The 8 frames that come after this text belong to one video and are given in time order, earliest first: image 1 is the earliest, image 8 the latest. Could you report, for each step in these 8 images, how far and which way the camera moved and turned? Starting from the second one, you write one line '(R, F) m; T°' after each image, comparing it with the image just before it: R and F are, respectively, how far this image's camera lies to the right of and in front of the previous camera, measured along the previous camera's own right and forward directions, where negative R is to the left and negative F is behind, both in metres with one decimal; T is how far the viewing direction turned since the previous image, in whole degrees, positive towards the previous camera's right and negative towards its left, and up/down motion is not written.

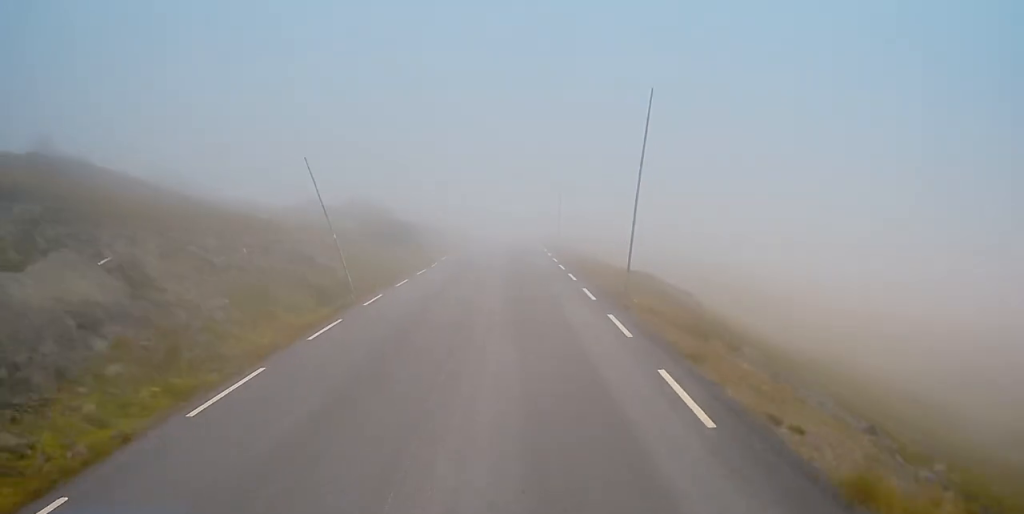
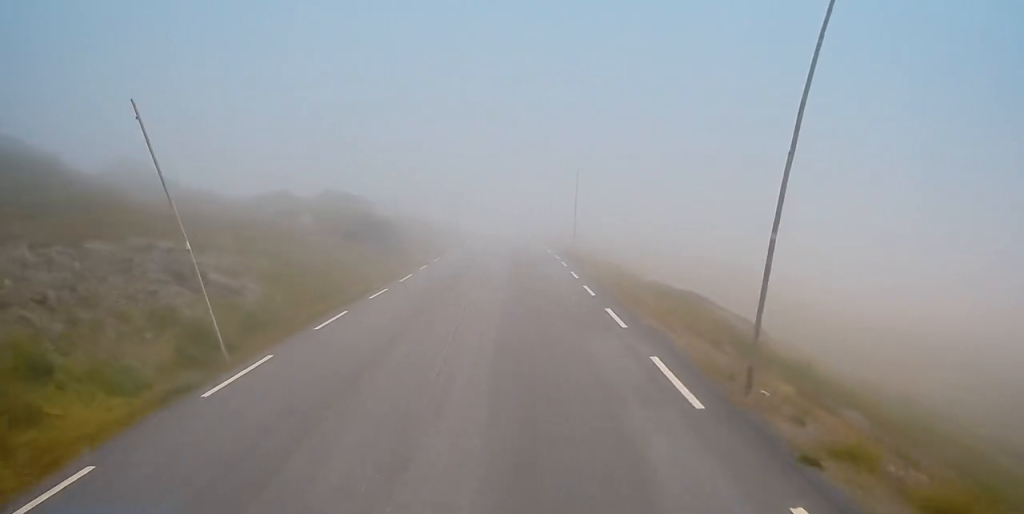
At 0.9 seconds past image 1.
(0.0, +11.3) m; 0°
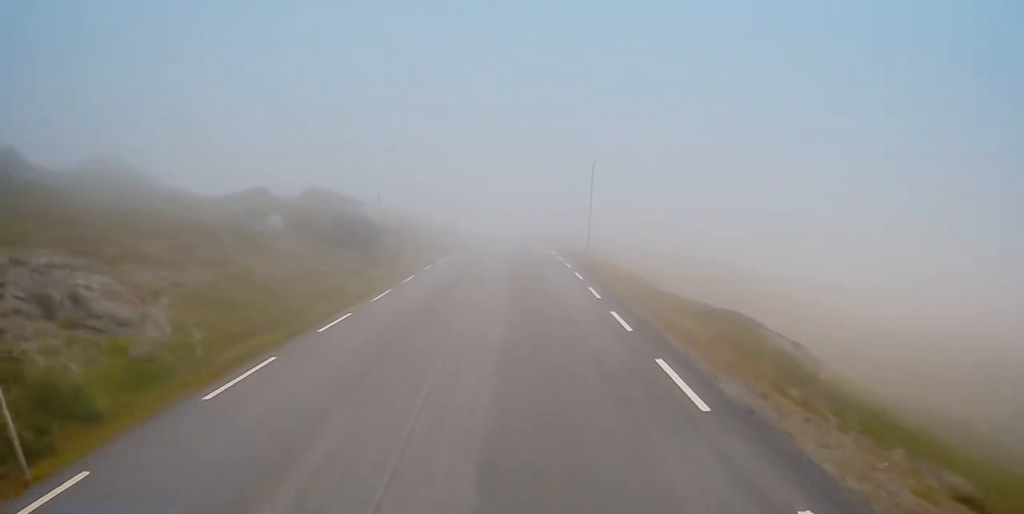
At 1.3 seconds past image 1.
(0.0, +6.0) m; 0°
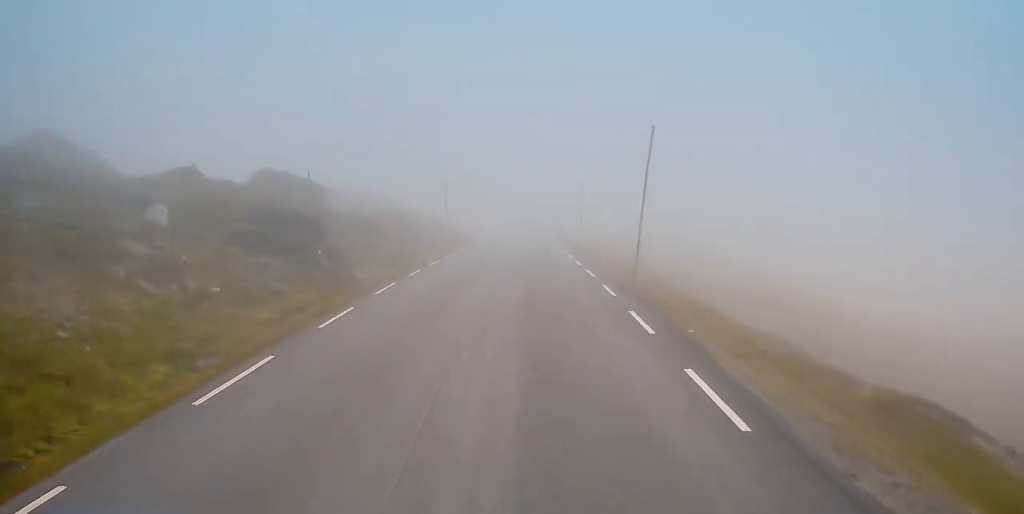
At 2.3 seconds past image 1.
(0.0, +12.7) m; 0°
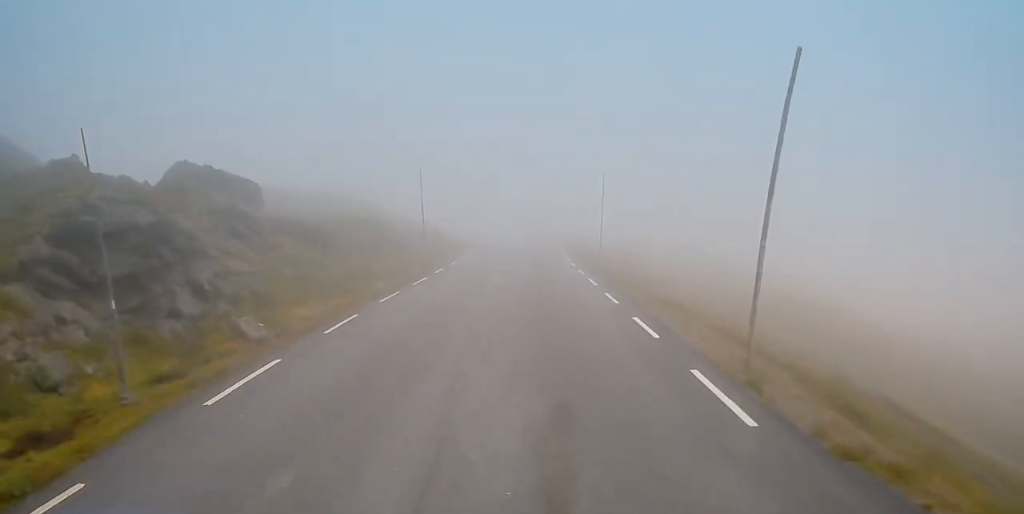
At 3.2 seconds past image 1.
(0.0, +11.6) m; 0°
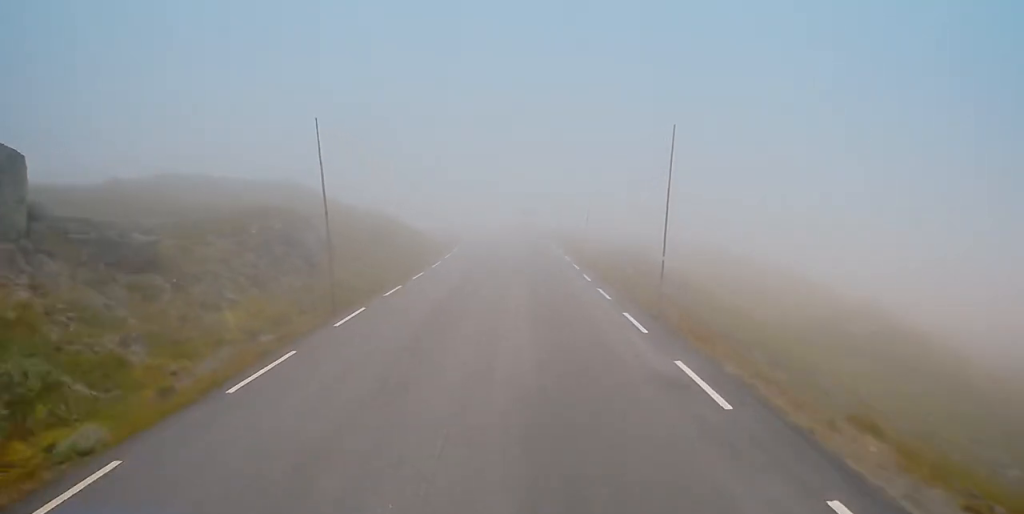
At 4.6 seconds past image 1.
(0.0, +16.7) m; 0°
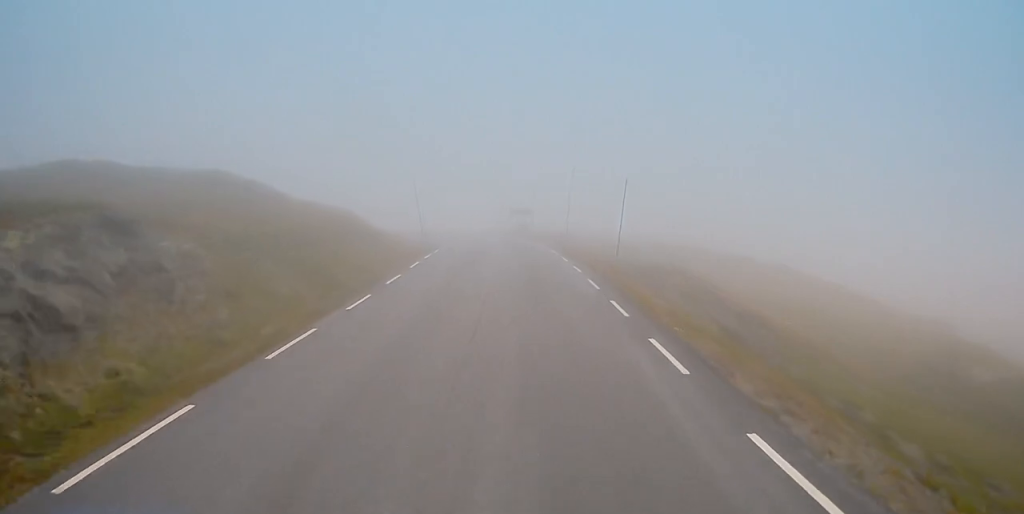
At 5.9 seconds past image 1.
(0.0, +15.7) m; 0°
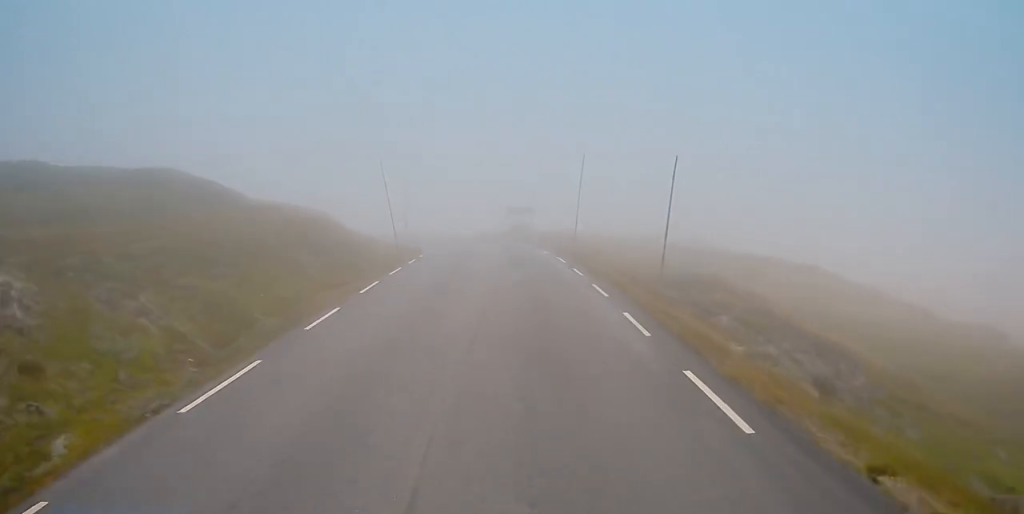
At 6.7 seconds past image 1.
(0.0, +8.7) m; 0°
